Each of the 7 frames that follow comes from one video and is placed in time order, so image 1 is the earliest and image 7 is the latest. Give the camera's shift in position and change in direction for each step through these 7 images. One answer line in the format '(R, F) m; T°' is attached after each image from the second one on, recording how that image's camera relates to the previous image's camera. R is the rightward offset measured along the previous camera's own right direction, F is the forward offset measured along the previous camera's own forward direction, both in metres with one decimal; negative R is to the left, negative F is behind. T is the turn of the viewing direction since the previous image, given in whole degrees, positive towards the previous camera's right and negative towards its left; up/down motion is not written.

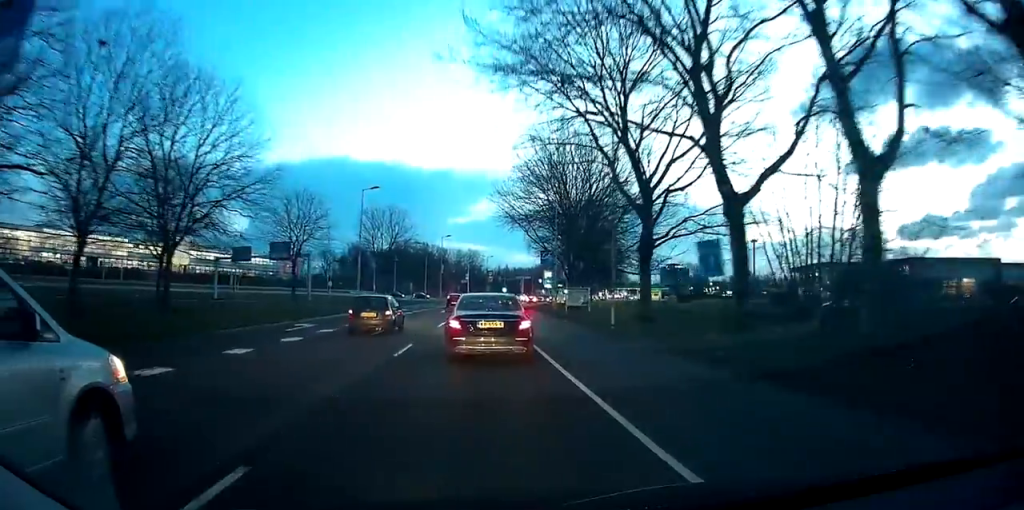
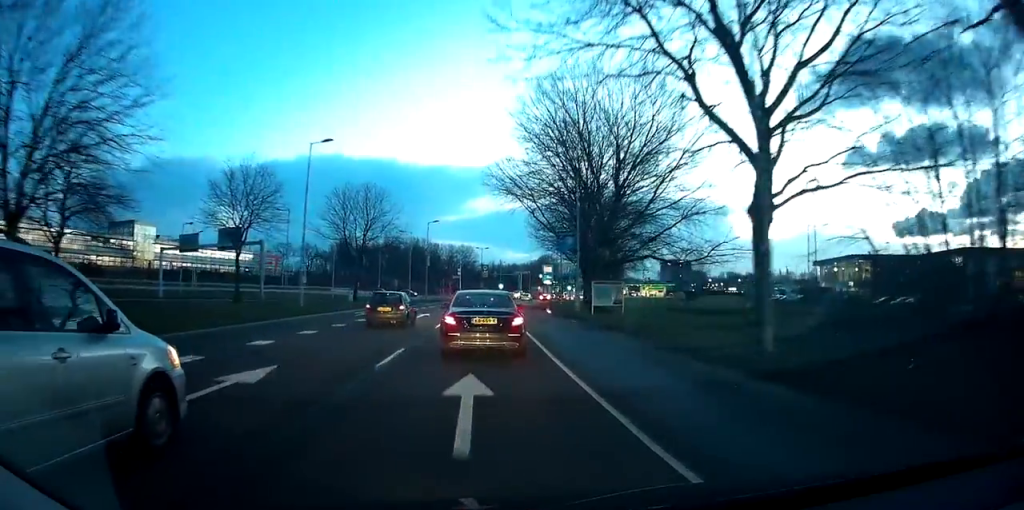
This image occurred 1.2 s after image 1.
(+0.4, +14.7) m; +1°
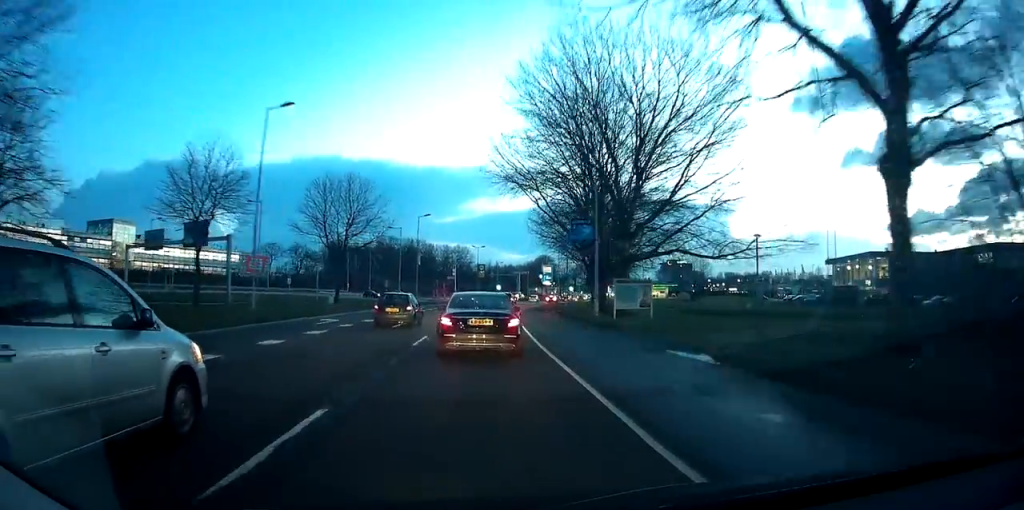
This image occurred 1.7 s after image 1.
(+0.1, +7.2) m; -1°
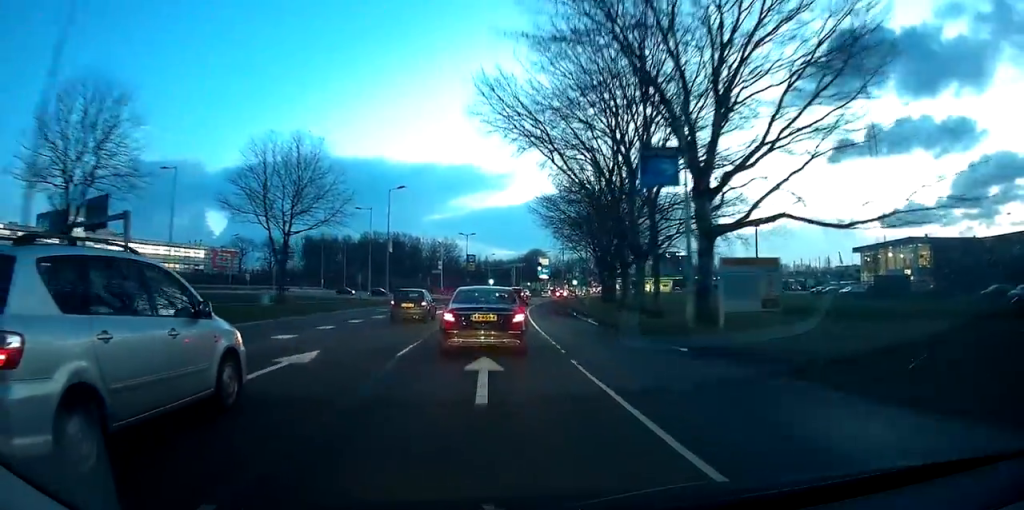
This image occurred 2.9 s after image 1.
(-0.2, +15.4) m; +1°
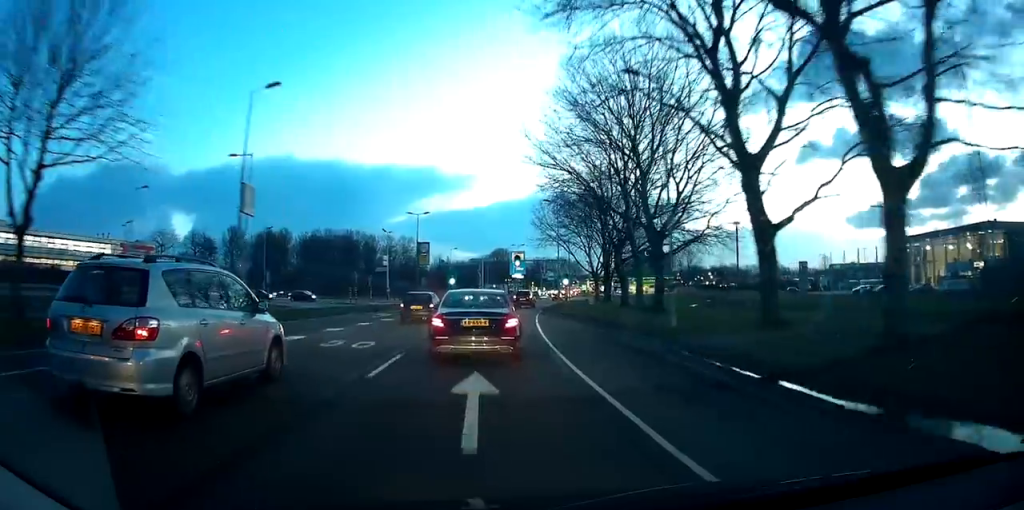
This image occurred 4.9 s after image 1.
(+0.7, +26.7) m; +1°
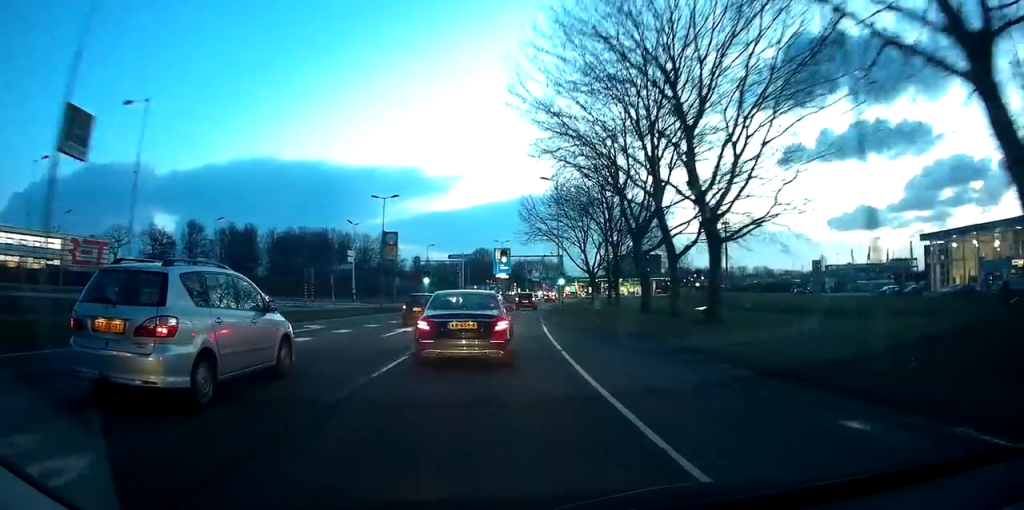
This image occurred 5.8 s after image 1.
(0.0, +11.9) m; -1°
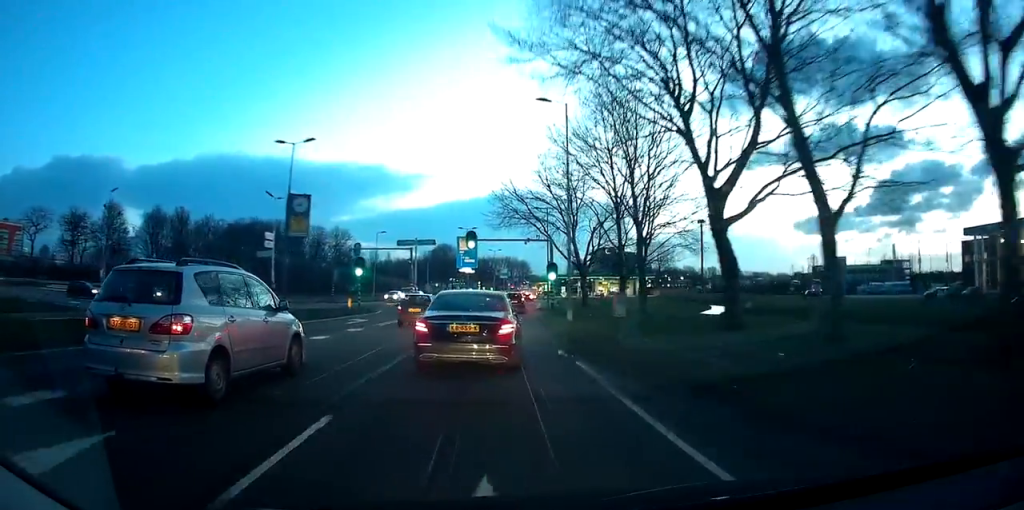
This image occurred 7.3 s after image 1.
(0.0, +19.3) m; +2°
